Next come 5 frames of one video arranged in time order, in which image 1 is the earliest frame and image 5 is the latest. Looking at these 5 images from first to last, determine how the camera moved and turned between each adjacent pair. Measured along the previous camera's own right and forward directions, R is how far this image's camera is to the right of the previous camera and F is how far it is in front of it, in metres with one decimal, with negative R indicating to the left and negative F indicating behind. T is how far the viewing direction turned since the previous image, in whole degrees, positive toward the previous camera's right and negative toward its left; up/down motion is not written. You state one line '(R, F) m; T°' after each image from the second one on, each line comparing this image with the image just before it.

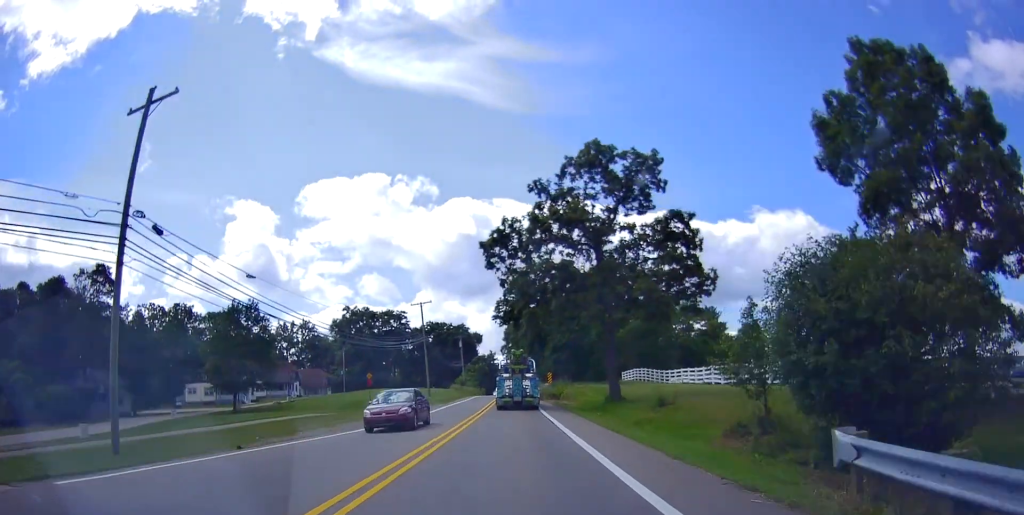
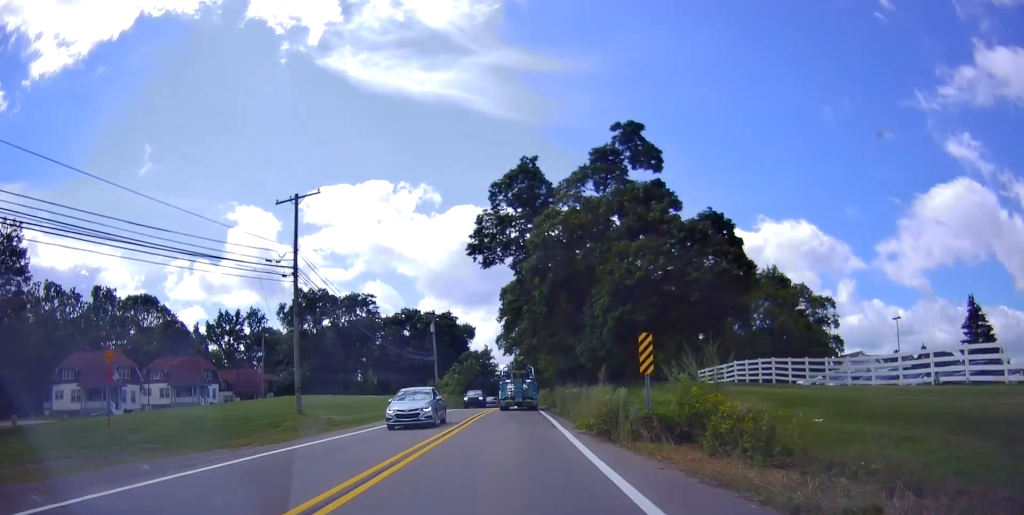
(-0.3, +37.3) m; +1°
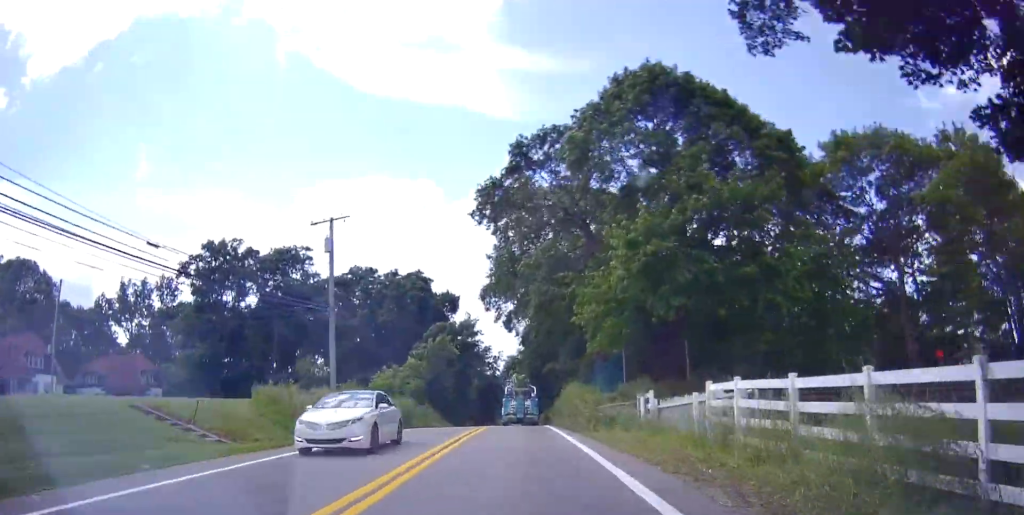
(+1.4, +39.3) m; -1°
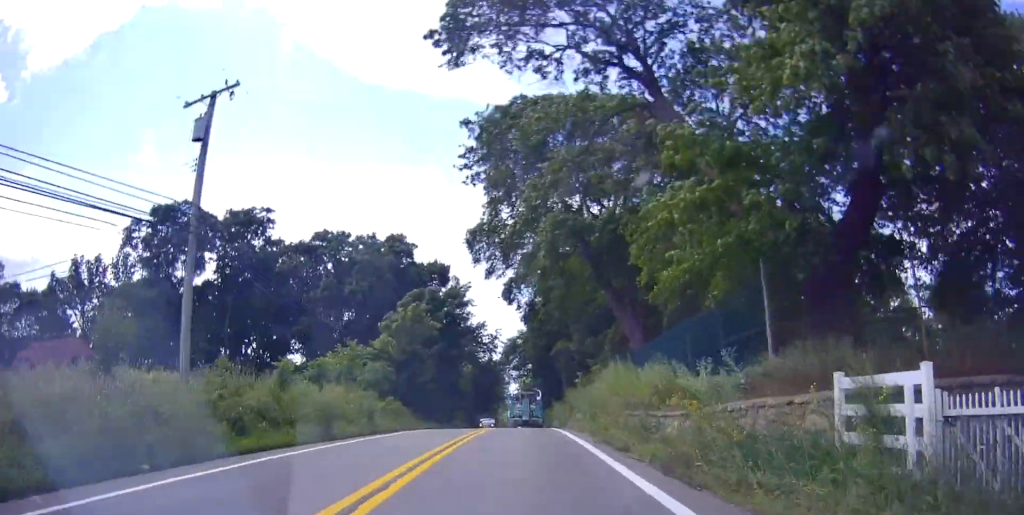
(-0.4, +14.5) m; -2°
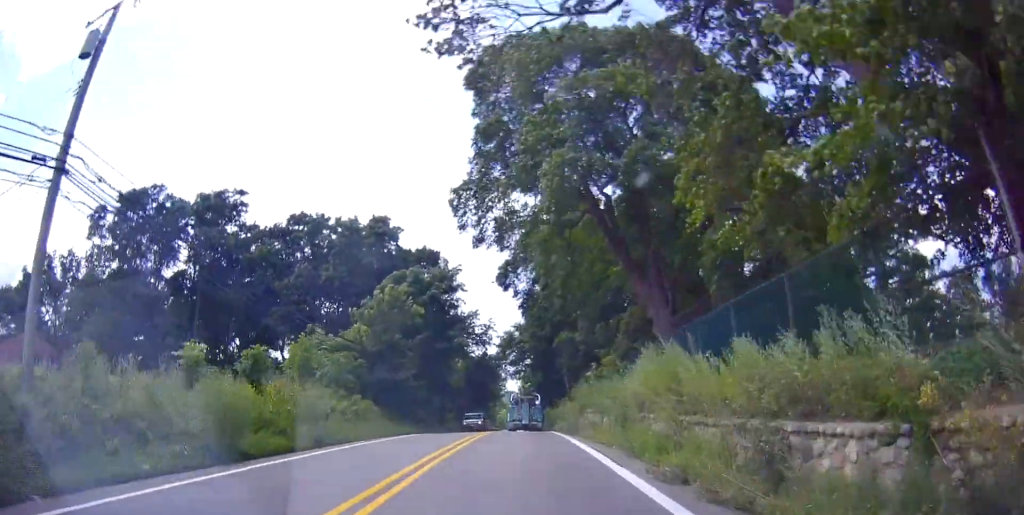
(0.0, +6.6) m; +1°
